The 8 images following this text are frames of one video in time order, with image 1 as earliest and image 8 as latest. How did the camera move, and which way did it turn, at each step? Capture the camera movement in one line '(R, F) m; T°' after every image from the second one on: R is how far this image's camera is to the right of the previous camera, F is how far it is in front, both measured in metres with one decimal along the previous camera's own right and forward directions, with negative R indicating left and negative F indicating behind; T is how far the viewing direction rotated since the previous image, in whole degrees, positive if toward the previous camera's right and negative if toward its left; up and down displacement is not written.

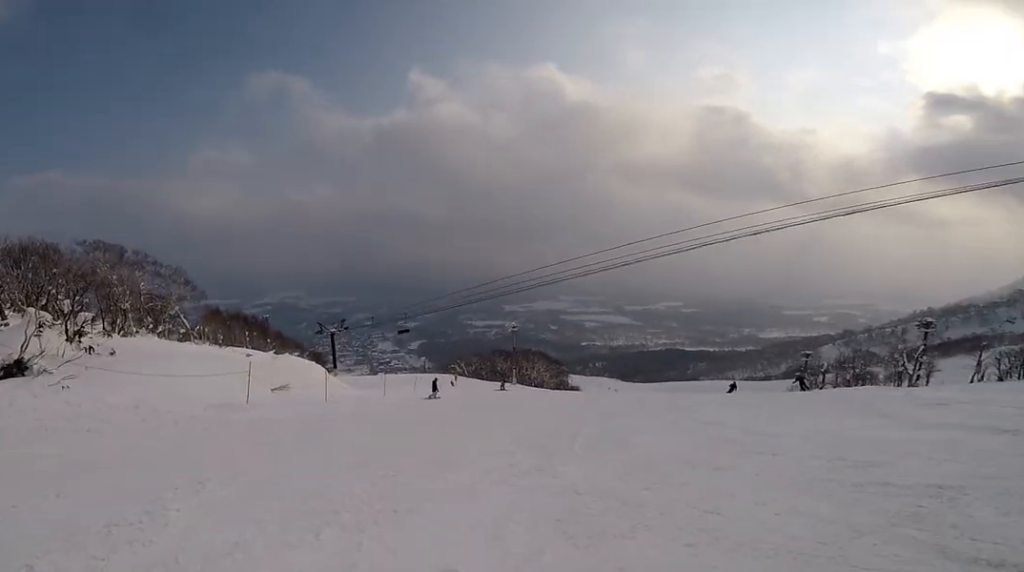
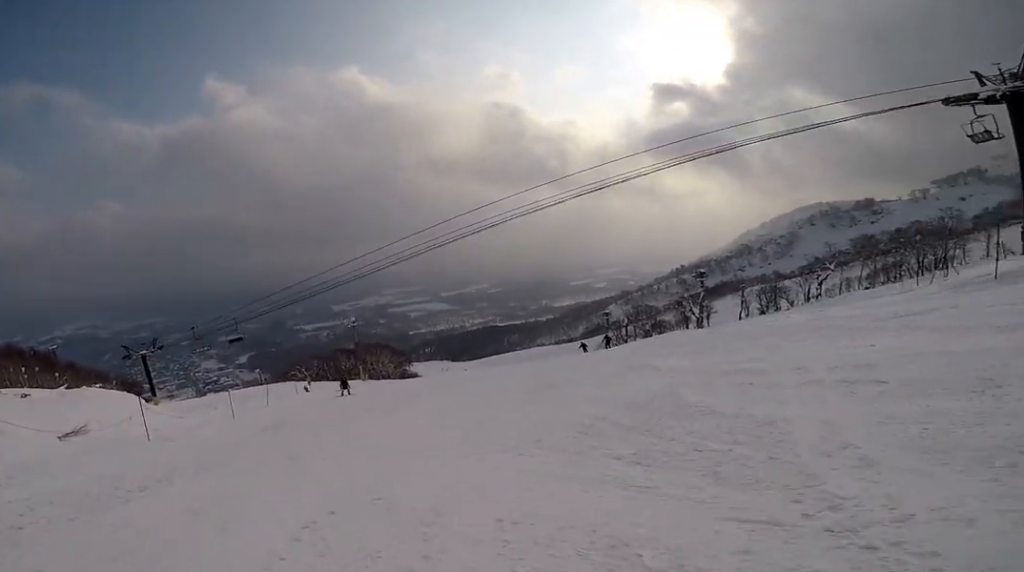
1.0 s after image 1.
(+1.0, +5.0) m; +19°
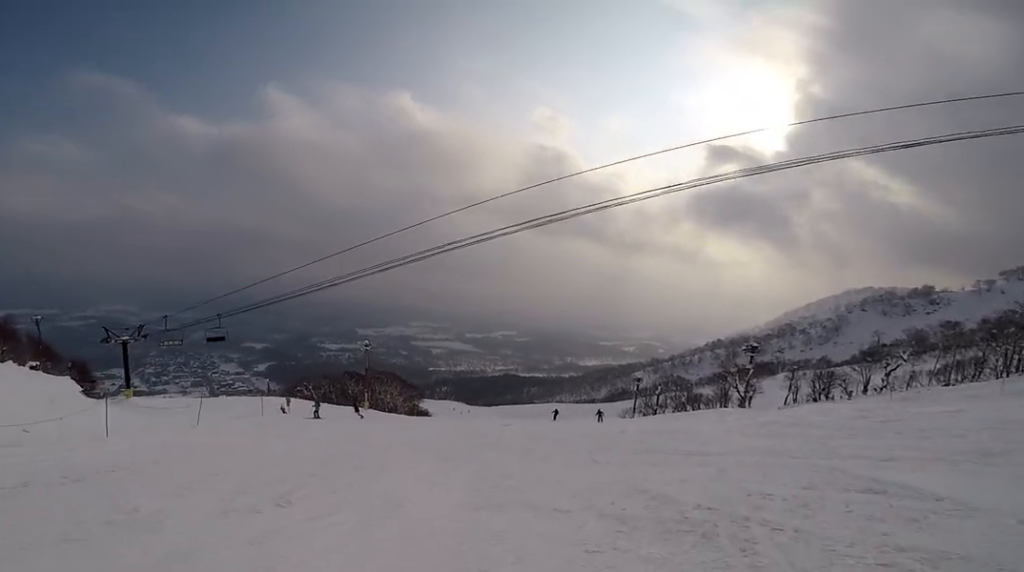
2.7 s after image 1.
(-0.7, +8.2) m; -27°
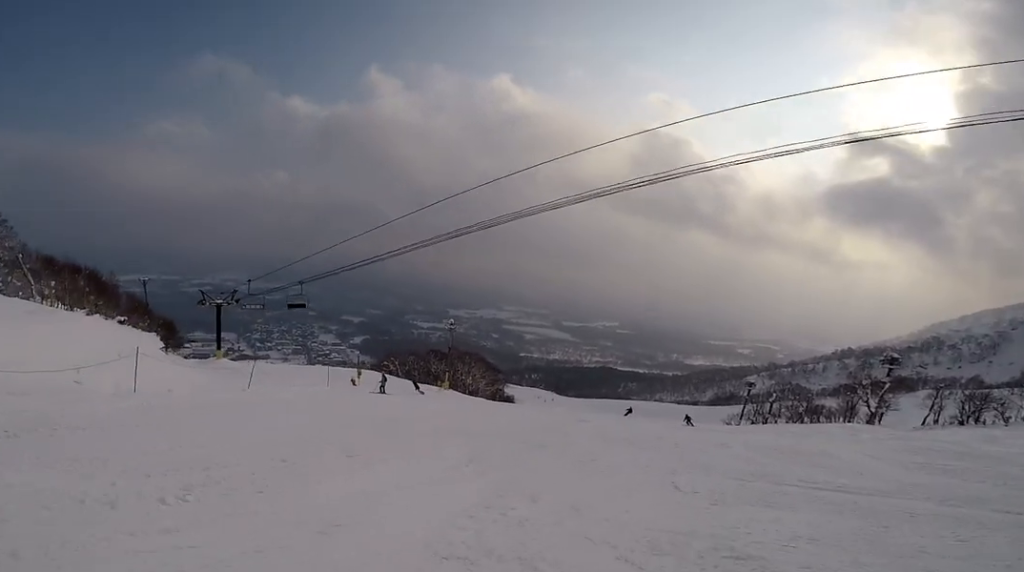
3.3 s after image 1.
(-0.4, +2.8) m; -14°
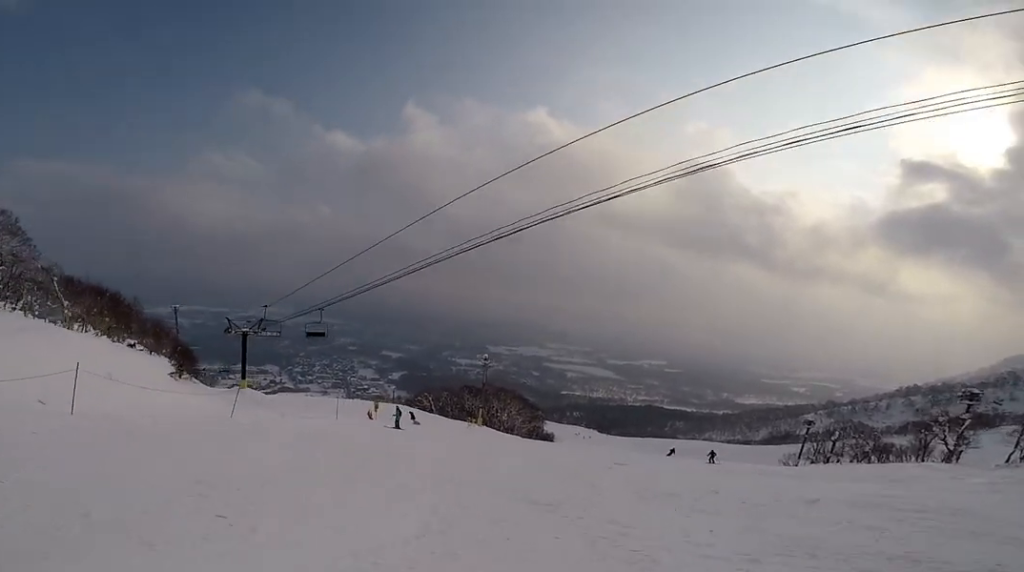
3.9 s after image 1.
(-0.4, +3.0) m; -5°
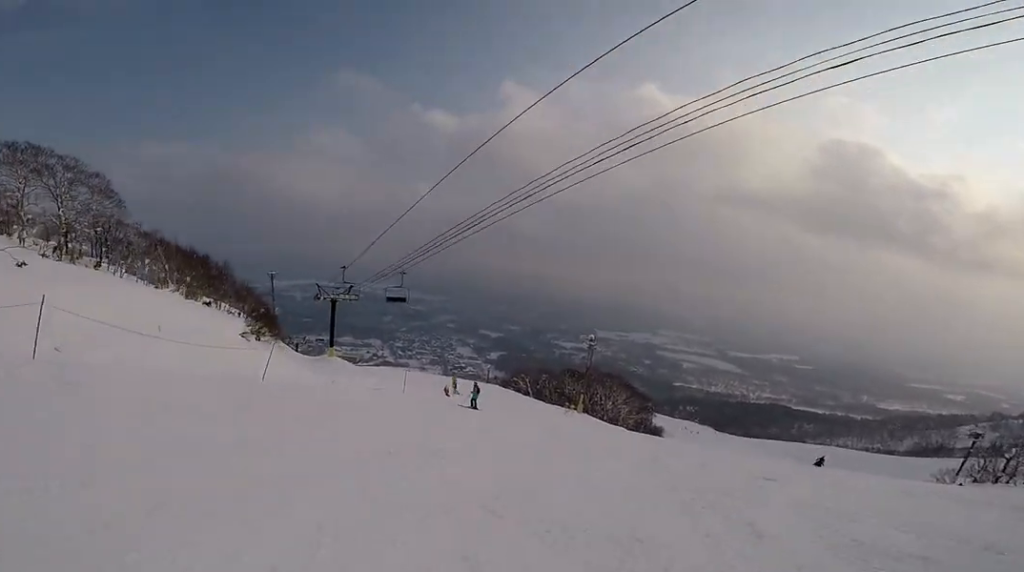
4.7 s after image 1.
(-0.2, +3.9) m; -9°
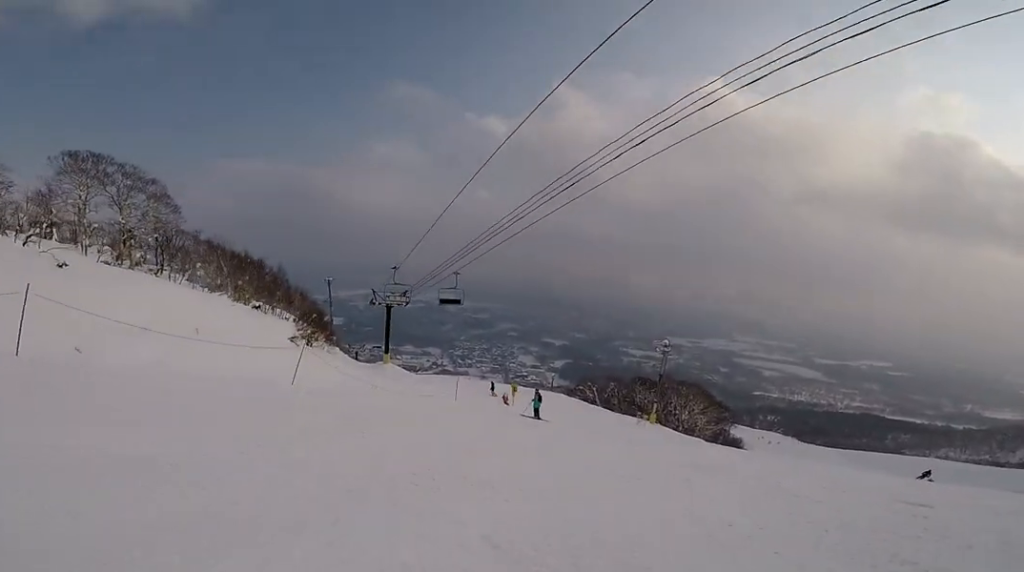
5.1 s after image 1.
(+0.2, +2.0) m; -6°
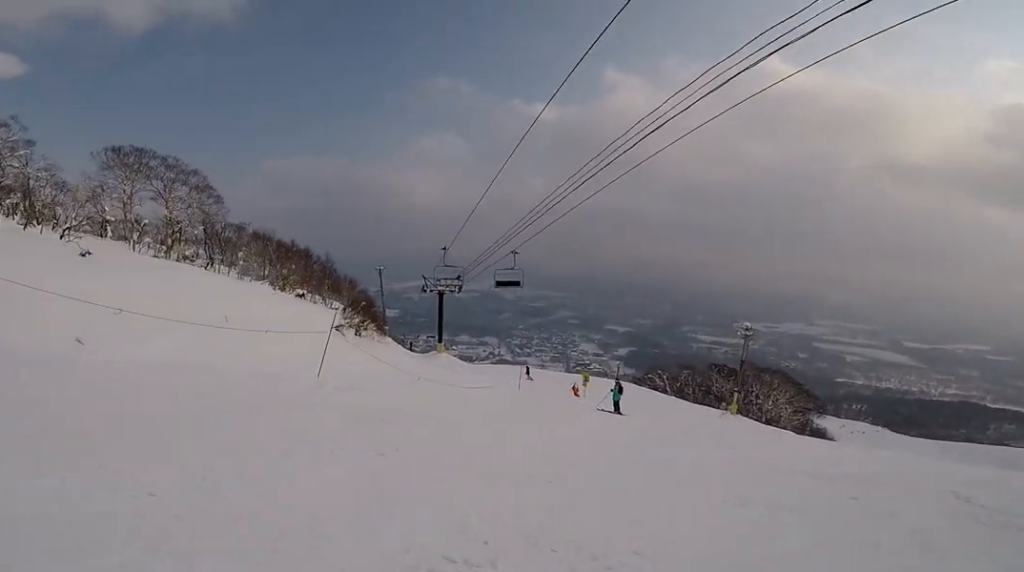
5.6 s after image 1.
(-0.4, +2.5) m; +4°
